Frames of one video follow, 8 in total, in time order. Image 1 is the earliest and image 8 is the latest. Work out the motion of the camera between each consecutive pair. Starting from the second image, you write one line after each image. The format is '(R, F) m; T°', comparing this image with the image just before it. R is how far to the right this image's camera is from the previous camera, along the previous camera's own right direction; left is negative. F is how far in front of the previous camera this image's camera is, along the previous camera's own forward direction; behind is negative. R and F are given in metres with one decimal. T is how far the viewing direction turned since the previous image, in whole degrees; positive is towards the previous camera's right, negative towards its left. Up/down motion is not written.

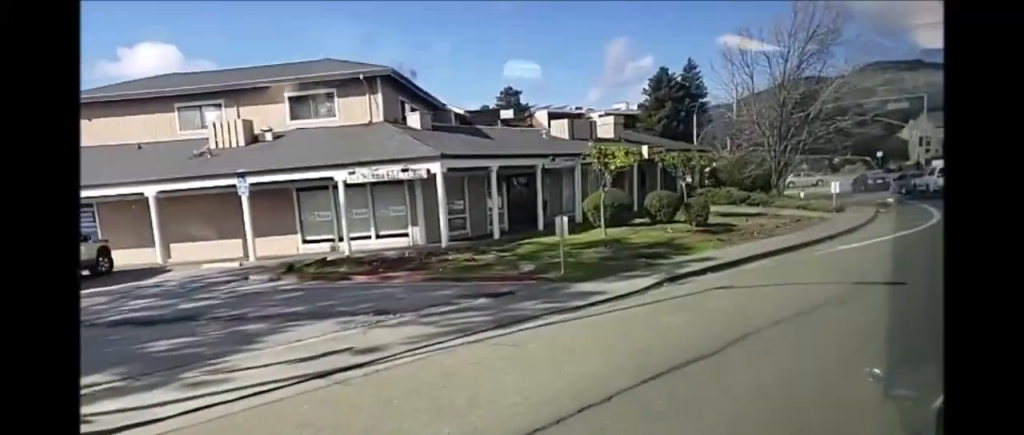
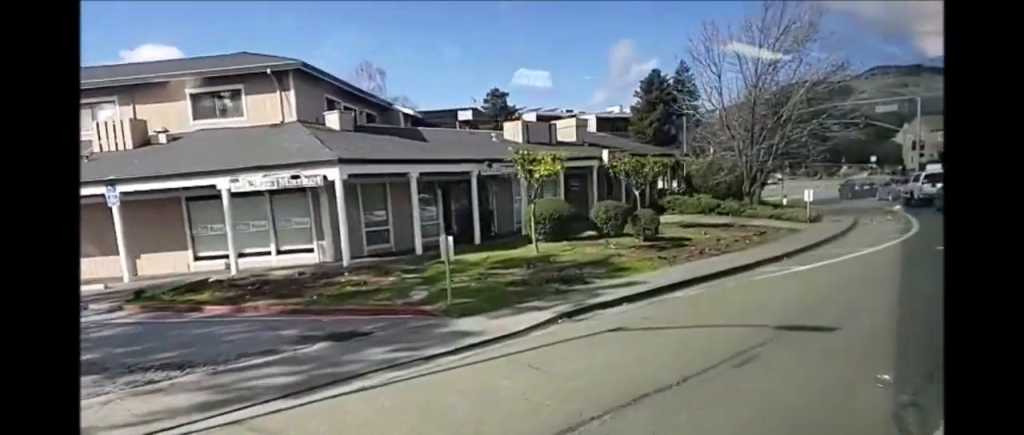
(0.0, +3.8) m; -1°
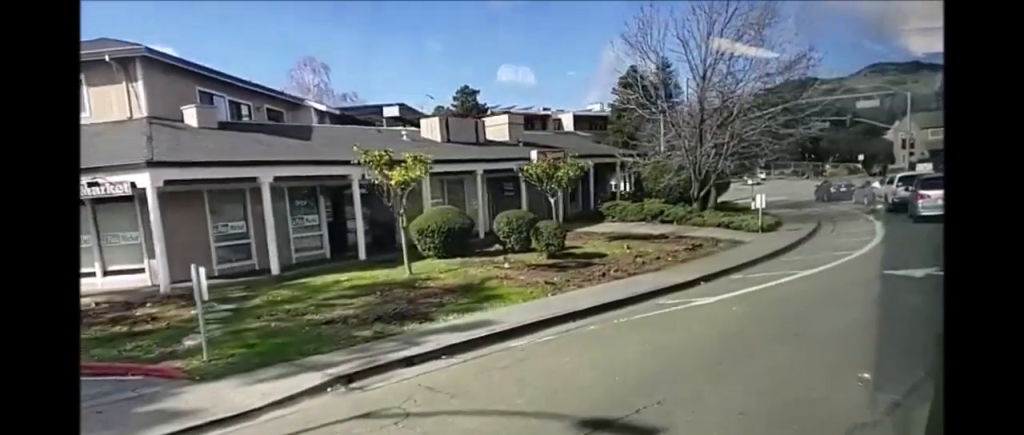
(-0.1, +4.2) m; -1°
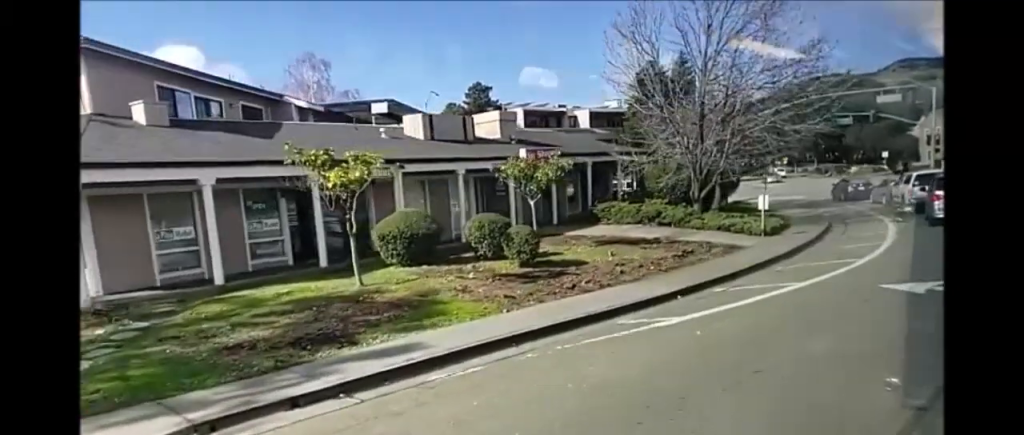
(-0.1, +2.1) m; 0°
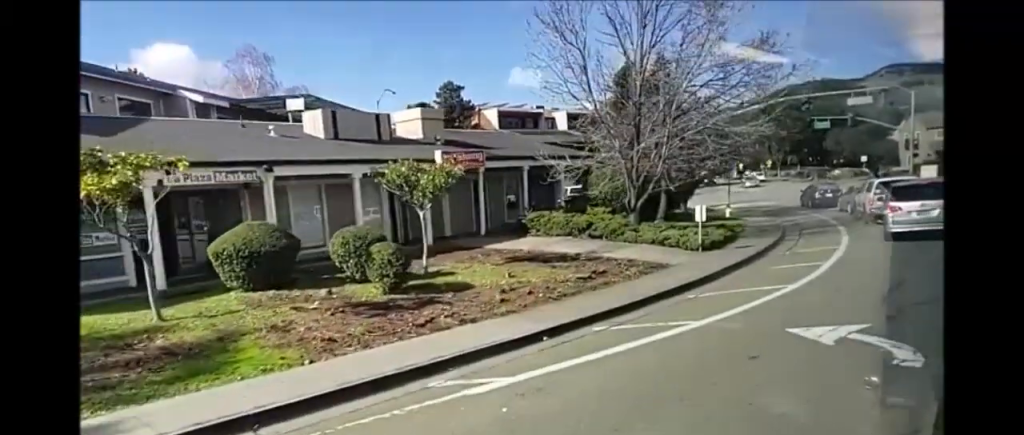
(+0.2, +3.7) m; +7°
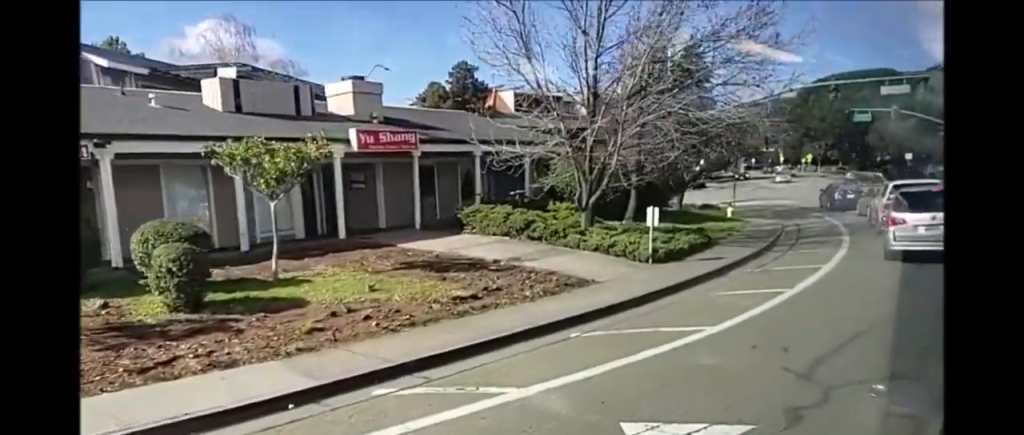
(+0.3, +4.5) m; +3°
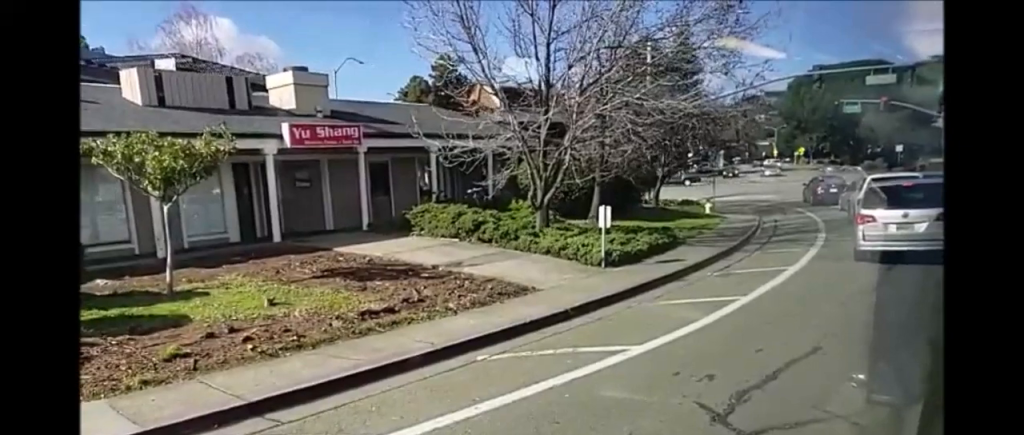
(-1.3, +1.4) m; 0°
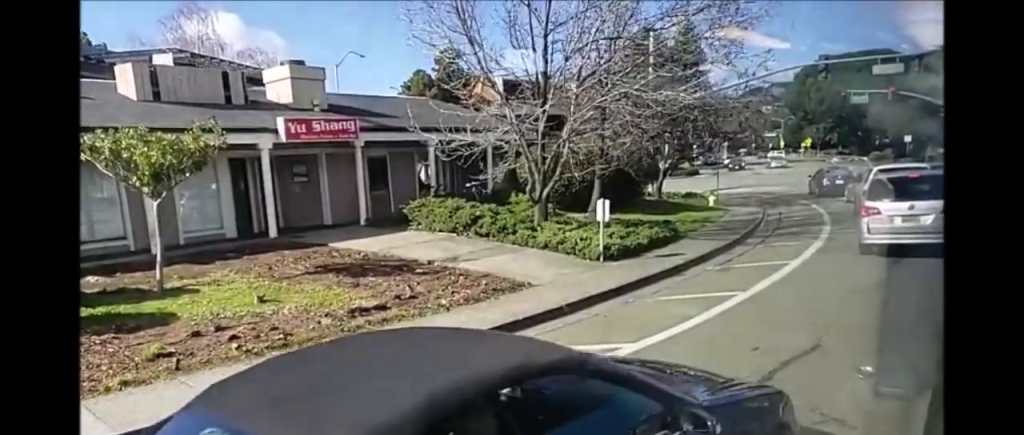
(-0.4, +0.2) m; 0°
